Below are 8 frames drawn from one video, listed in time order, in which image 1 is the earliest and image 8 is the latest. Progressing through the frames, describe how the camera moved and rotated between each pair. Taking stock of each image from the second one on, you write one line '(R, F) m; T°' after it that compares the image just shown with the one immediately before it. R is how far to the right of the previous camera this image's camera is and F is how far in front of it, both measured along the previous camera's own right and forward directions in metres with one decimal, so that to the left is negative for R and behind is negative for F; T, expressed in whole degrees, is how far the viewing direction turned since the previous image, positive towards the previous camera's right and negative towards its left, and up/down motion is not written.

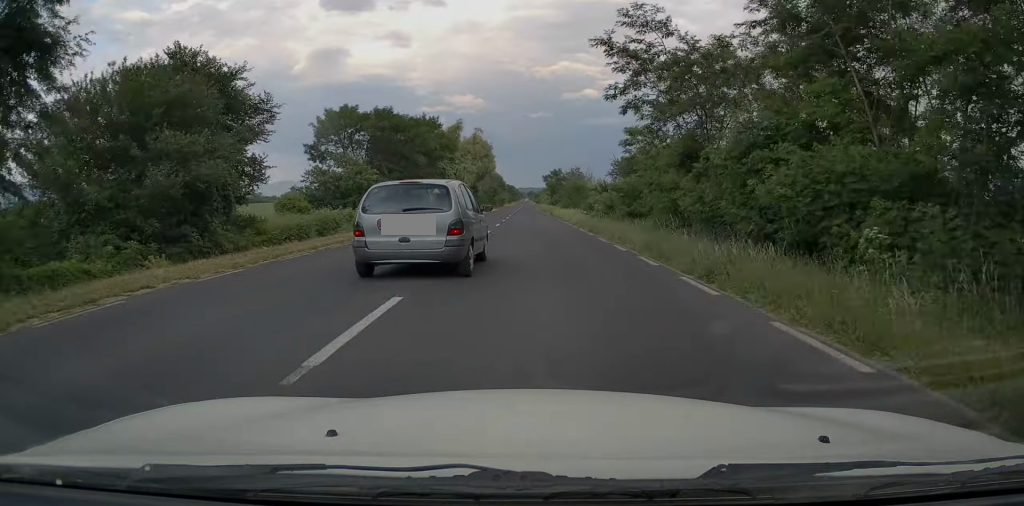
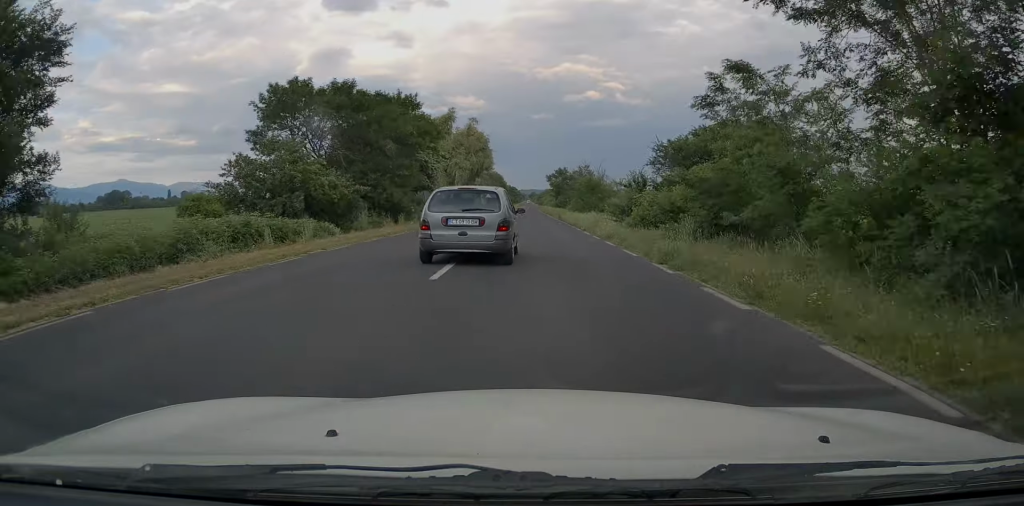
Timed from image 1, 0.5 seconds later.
(+0.1, +12.8) m; 0°
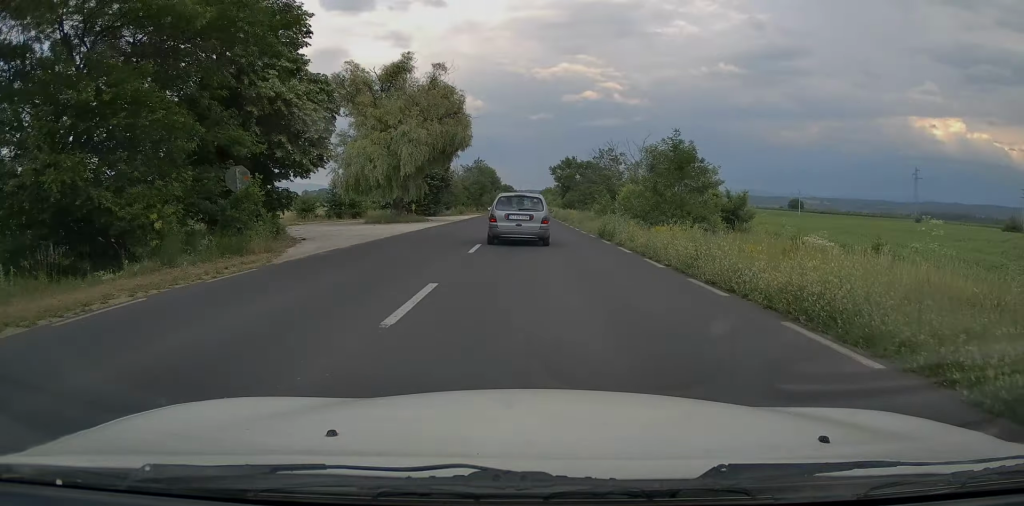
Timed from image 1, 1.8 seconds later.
(-0.5, +30.4) m; 0°
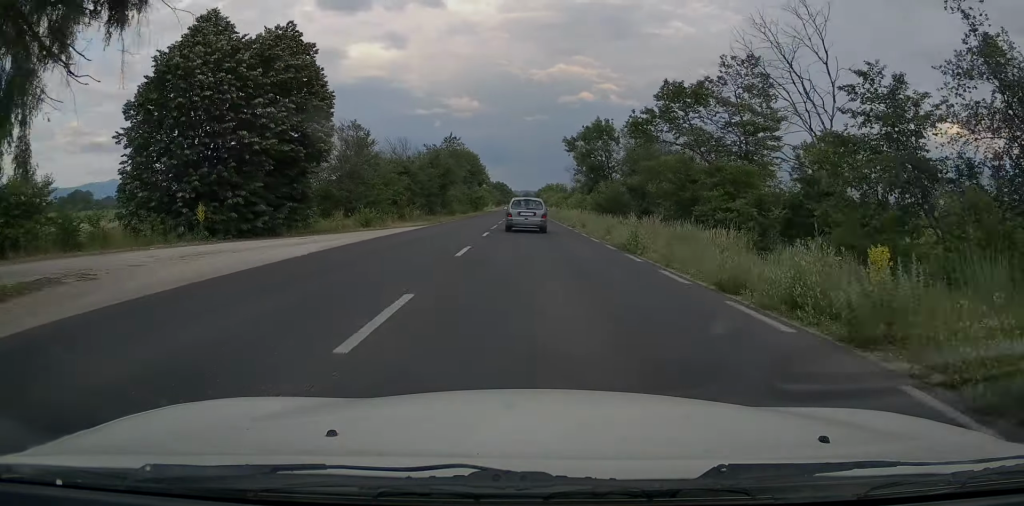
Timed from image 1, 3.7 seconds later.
(+0.5, +45.9) m; 0°
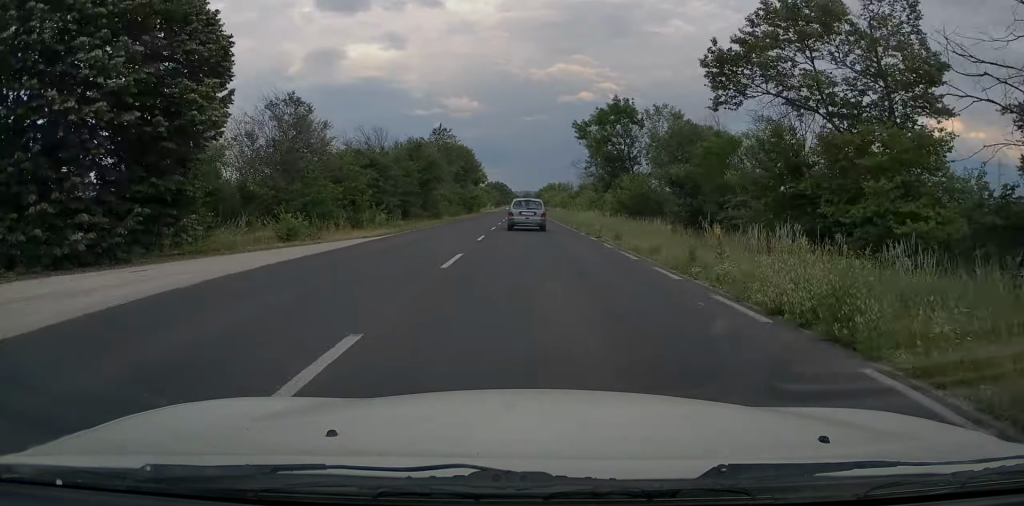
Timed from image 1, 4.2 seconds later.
(-0.2, +11.3) m; 0°
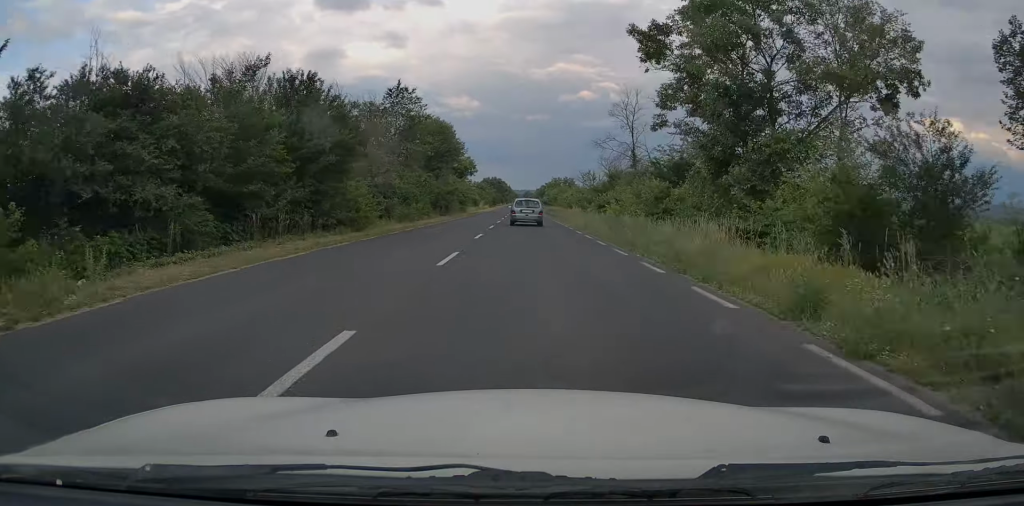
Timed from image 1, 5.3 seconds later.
(+0.2, +26.7) m; +1°
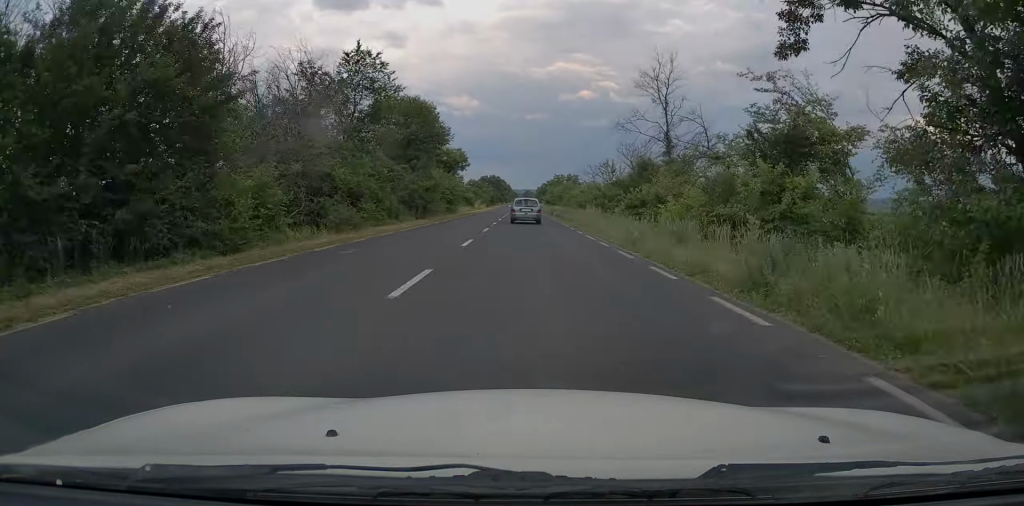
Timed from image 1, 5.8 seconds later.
(0.0, +13.0) m; 0°
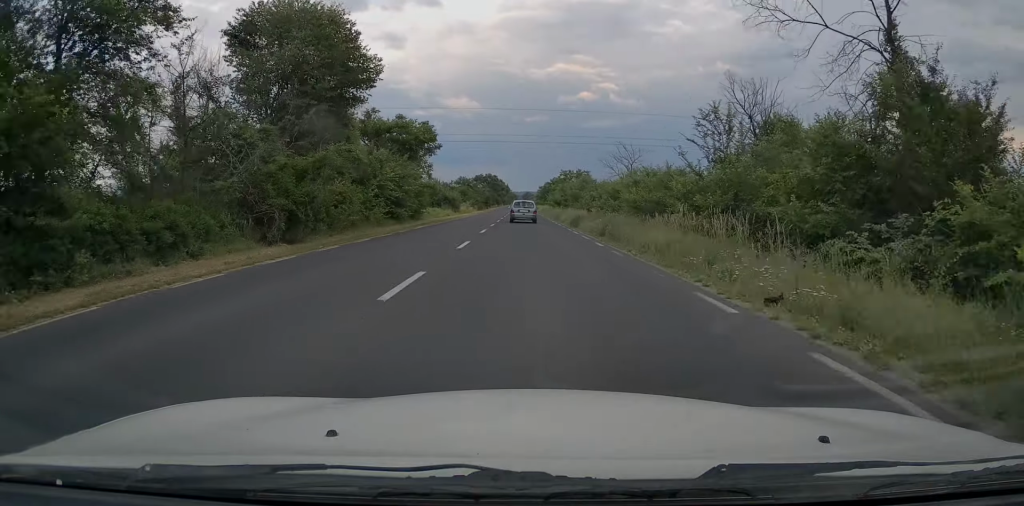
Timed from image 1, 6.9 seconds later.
(-0.2, +26.8) m; -1°
